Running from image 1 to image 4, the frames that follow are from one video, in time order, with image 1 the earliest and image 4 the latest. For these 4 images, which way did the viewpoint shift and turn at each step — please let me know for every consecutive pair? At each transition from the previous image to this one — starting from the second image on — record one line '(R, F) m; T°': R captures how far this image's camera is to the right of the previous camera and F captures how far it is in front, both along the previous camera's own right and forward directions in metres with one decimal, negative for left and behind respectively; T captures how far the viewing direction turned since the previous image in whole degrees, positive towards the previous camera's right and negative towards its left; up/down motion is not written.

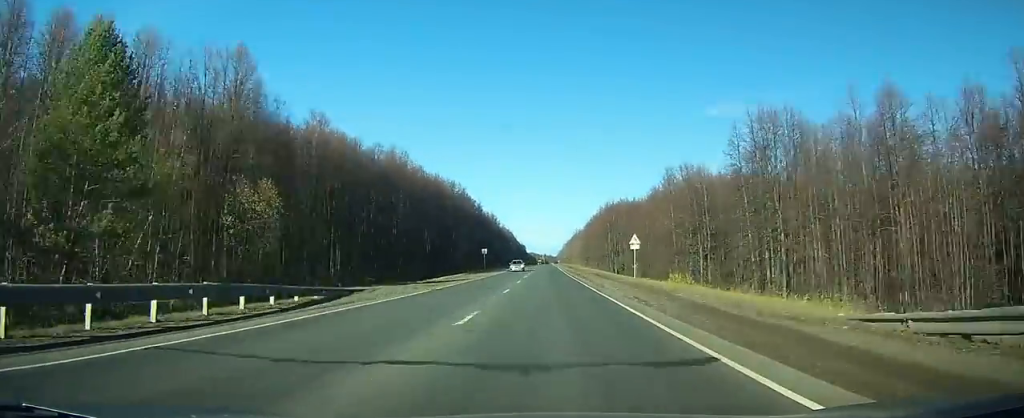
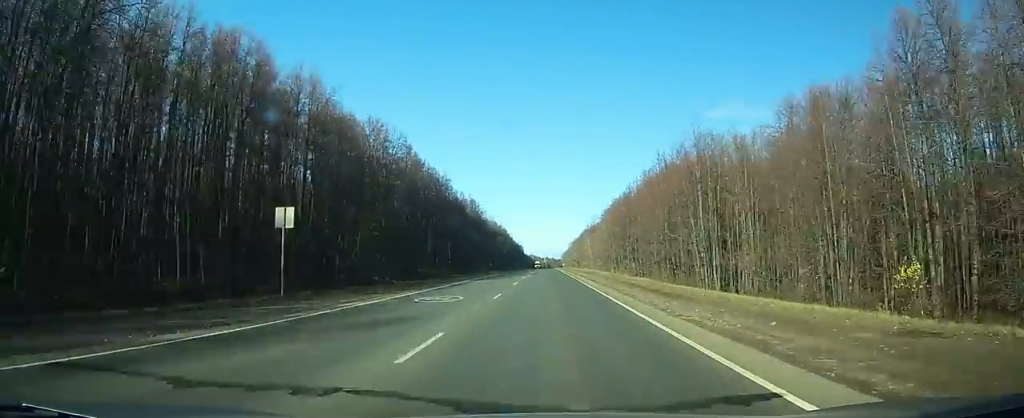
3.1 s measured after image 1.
(+0.1, +76.1) m; 0°
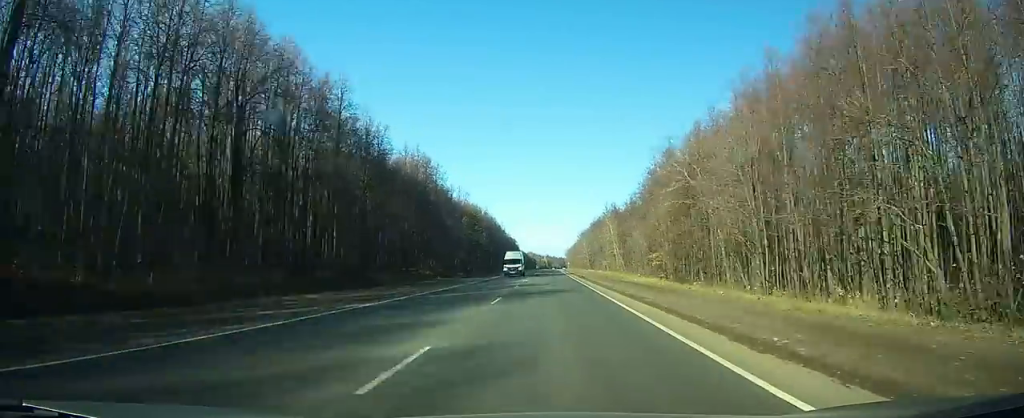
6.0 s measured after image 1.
(-0.3, +74.7) m; 0°
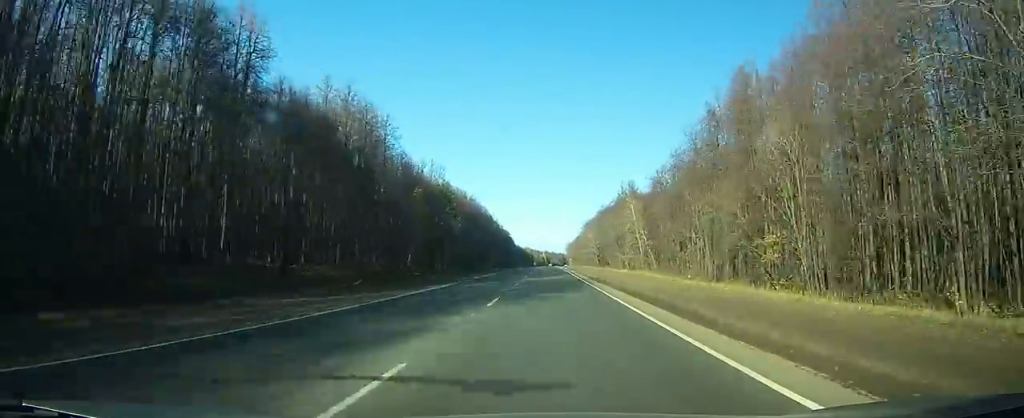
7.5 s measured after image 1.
(0.0, +37.9) m; 0°
